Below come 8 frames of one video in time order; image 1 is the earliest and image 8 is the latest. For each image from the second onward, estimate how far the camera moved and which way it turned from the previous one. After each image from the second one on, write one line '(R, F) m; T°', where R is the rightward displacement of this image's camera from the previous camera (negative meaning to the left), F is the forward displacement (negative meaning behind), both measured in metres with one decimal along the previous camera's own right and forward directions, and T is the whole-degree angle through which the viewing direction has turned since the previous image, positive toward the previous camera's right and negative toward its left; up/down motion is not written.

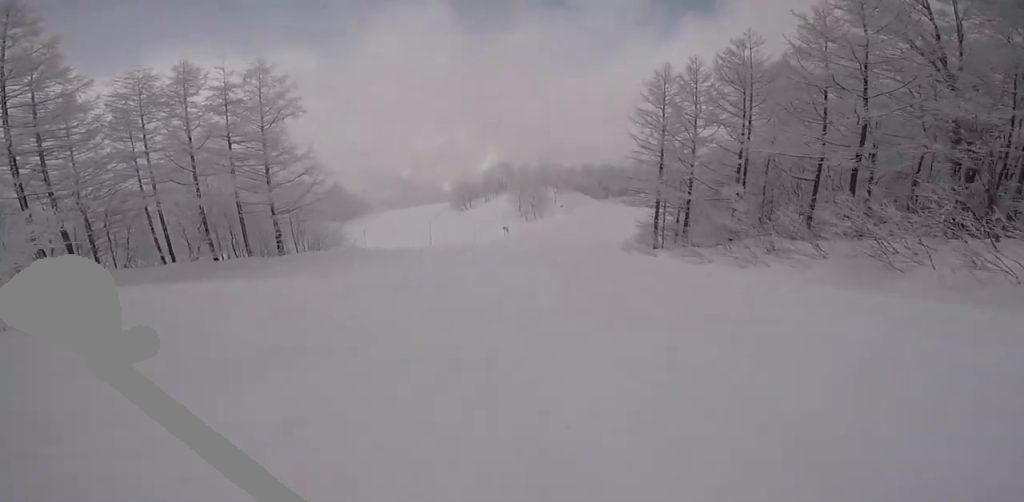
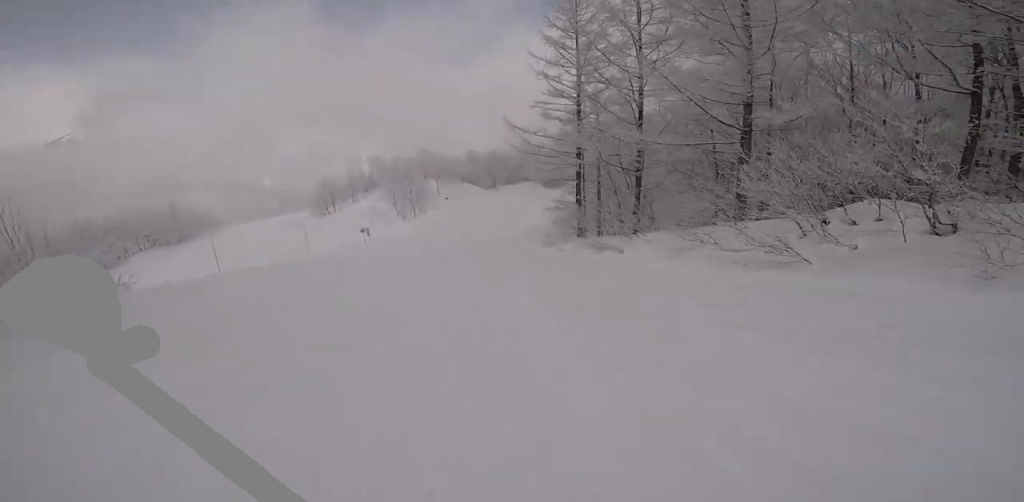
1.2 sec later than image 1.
(+1.1, +11.8) m; +5°
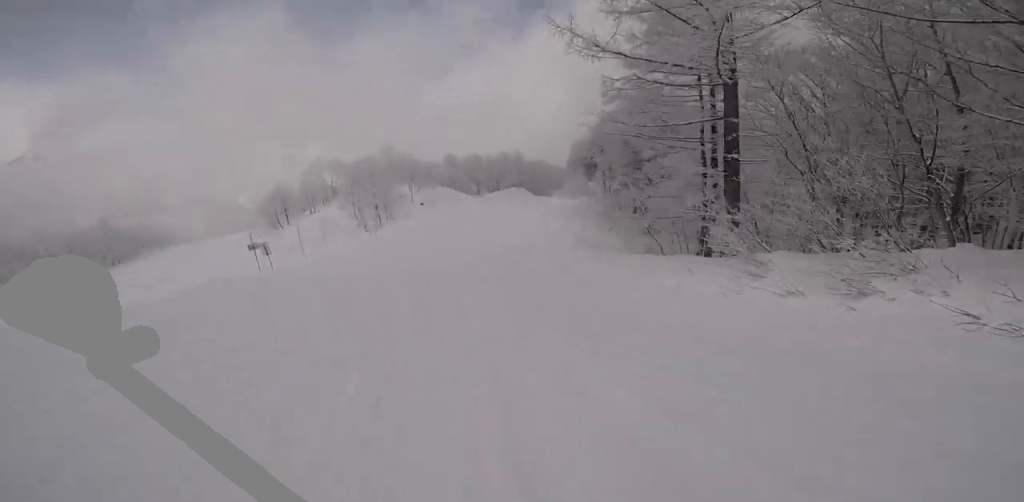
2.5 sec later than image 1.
(-0.1, +13.7) m; -5°
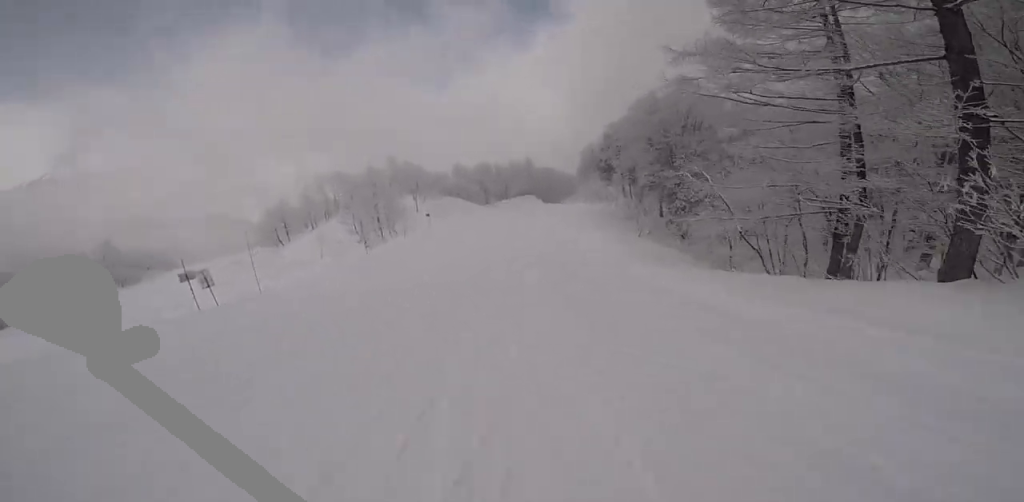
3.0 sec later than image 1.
(-0.5, +4.6) m; +2°
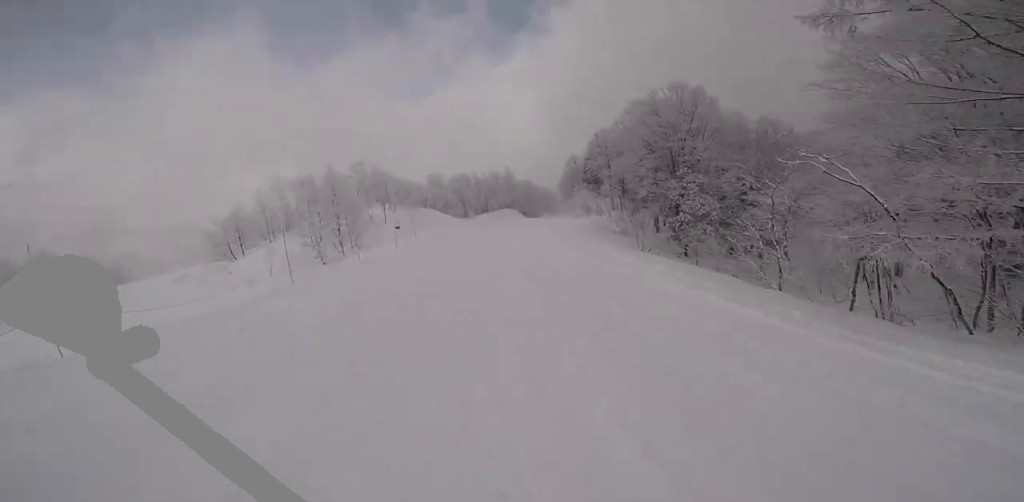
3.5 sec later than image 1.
(-0.5, +5.3) m; +3°
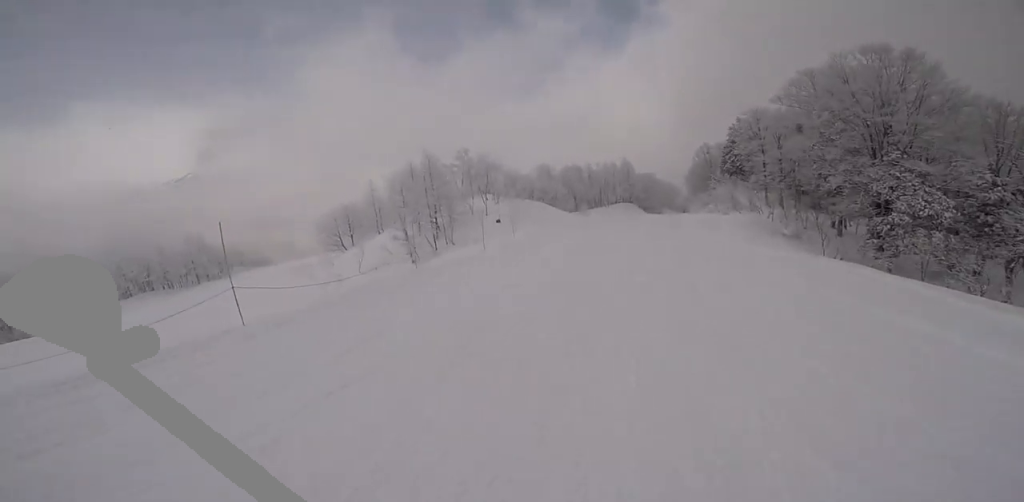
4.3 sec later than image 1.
(+1.3, +7.2) m; +8°
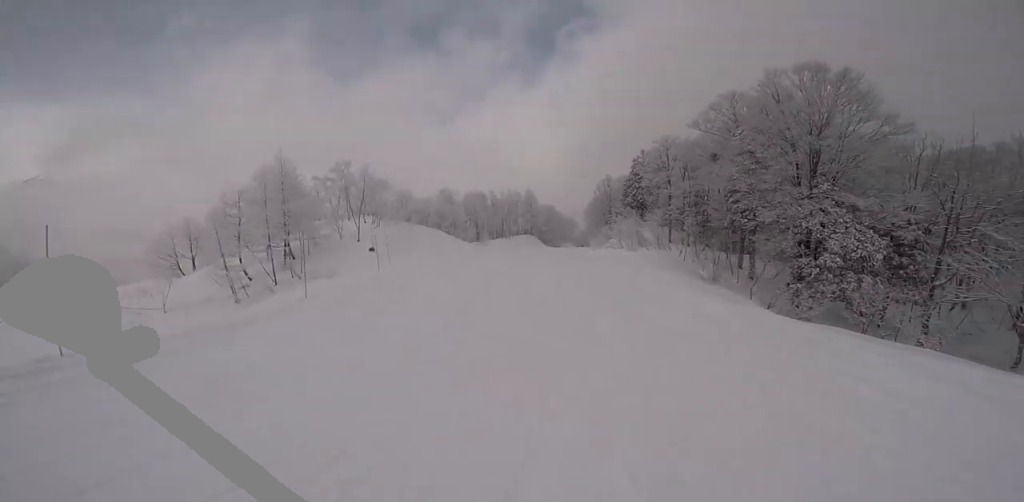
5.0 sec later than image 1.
(+0.3, +6.9) m; +3°
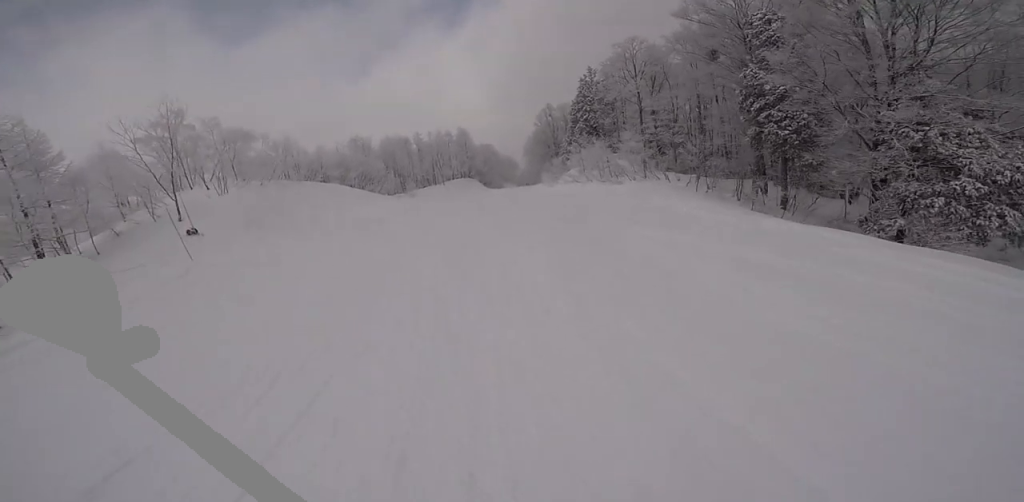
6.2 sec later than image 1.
(+0.3, +11.1) m; +1°
